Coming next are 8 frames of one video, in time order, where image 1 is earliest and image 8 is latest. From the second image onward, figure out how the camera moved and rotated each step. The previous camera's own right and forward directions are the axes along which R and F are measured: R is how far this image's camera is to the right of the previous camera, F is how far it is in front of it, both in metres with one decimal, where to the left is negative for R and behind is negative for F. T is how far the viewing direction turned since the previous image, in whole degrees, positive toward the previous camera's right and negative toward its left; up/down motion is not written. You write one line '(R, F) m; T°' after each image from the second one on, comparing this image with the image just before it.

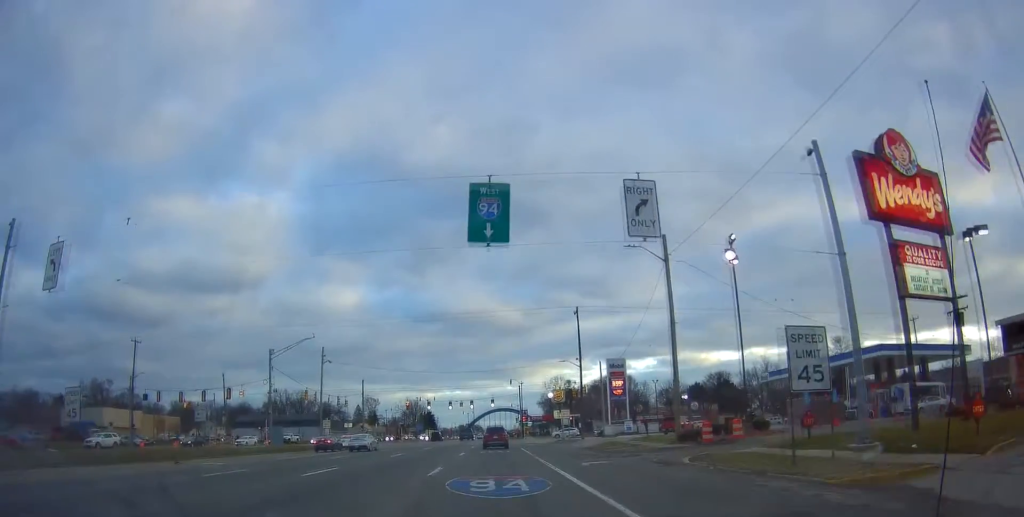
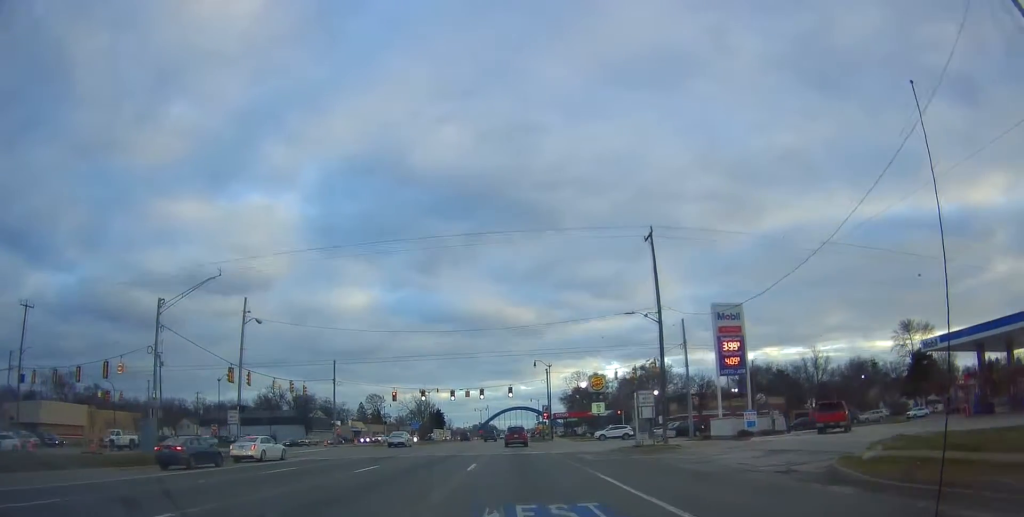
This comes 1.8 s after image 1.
(-1.0, +27.1) m; -4°
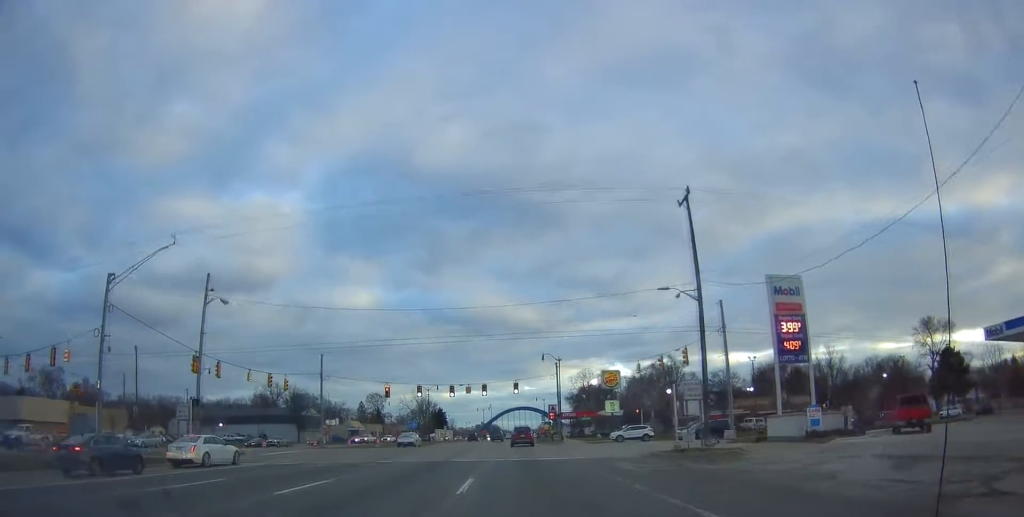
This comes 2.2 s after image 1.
(-0.1, +7.4) m; 0°
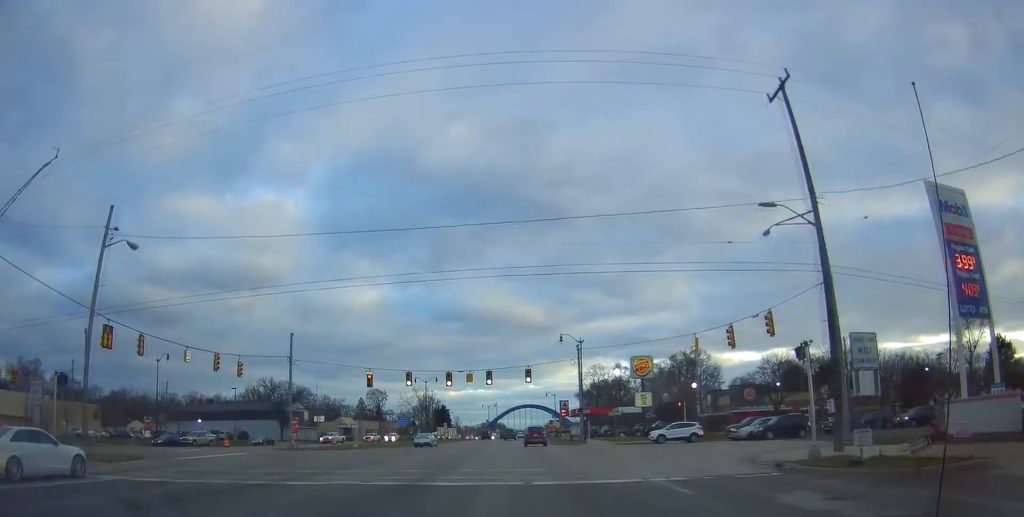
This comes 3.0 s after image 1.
(+0.2, +13.0) m; +2°
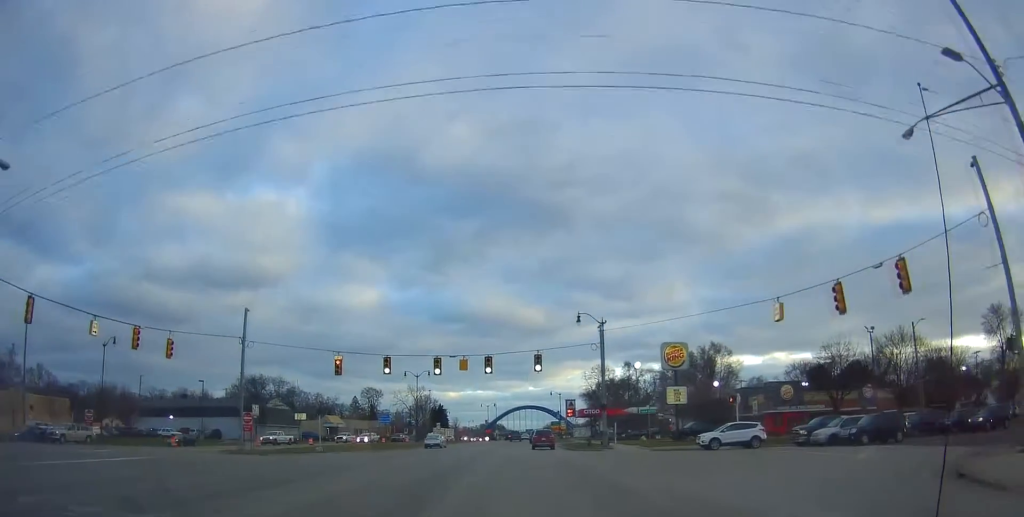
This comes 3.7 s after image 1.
(+0.2, +11.6) m; -1°
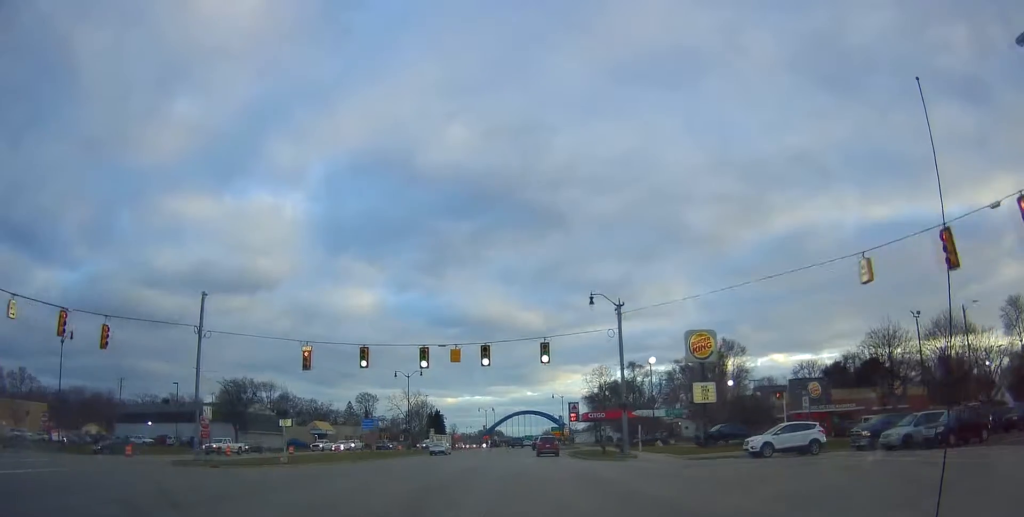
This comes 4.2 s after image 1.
(+0.1, +7.2) m; -1°
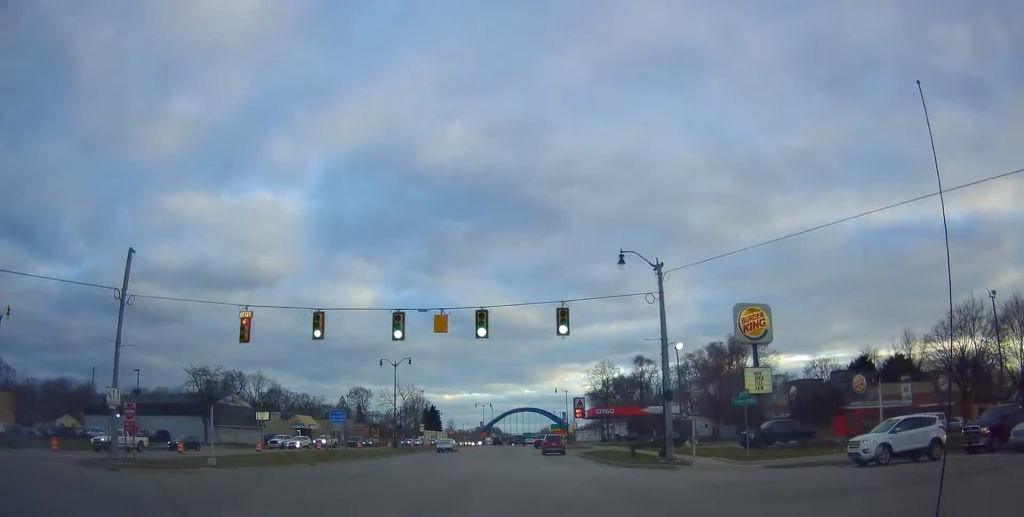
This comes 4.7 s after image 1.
(-0.4, +9.7) m; -1°
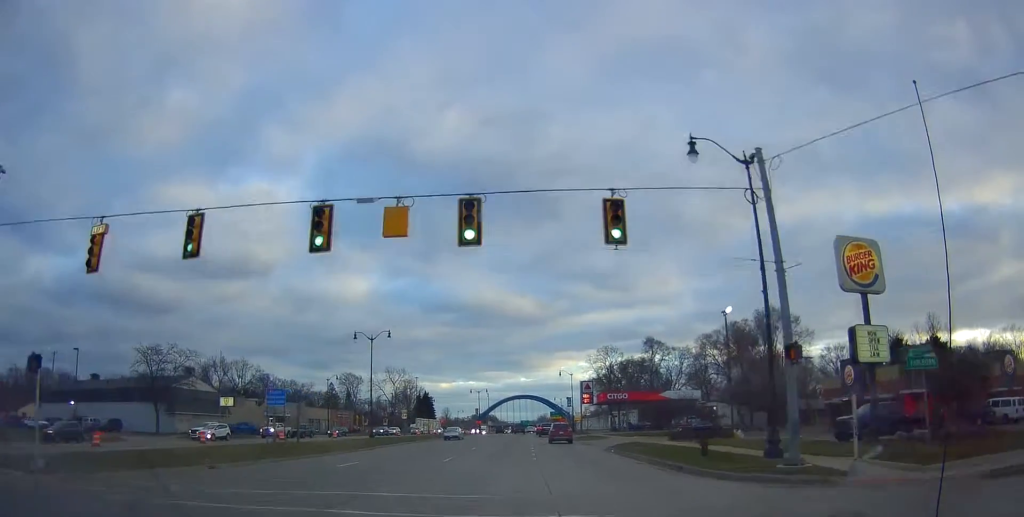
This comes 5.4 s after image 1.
(-0.1, +12.1) m; +1°
